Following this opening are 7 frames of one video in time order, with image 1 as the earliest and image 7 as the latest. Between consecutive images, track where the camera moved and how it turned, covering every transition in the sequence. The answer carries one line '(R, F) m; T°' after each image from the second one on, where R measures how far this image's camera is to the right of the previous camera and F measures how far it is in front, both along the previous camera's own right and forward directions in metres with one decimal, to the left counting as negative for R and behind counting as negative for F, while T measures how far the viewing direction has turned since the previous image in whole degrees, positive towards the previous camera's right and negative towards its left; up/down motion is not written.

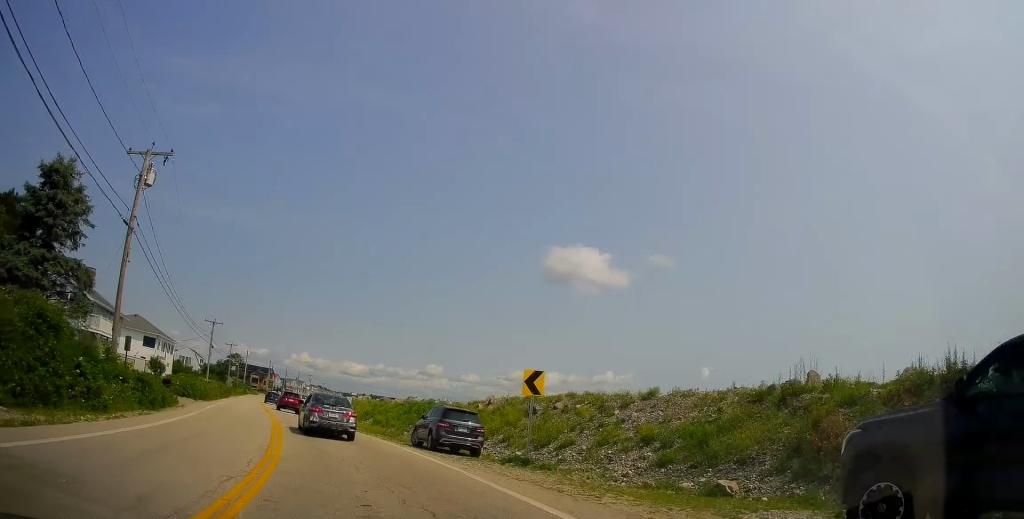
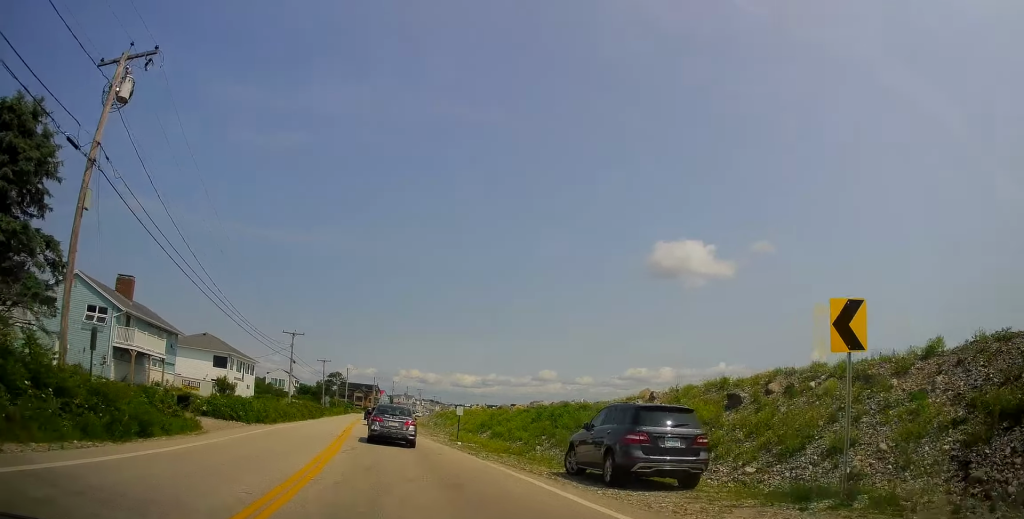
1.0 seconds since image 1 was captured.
(-0.9, +9.7) m; -9°
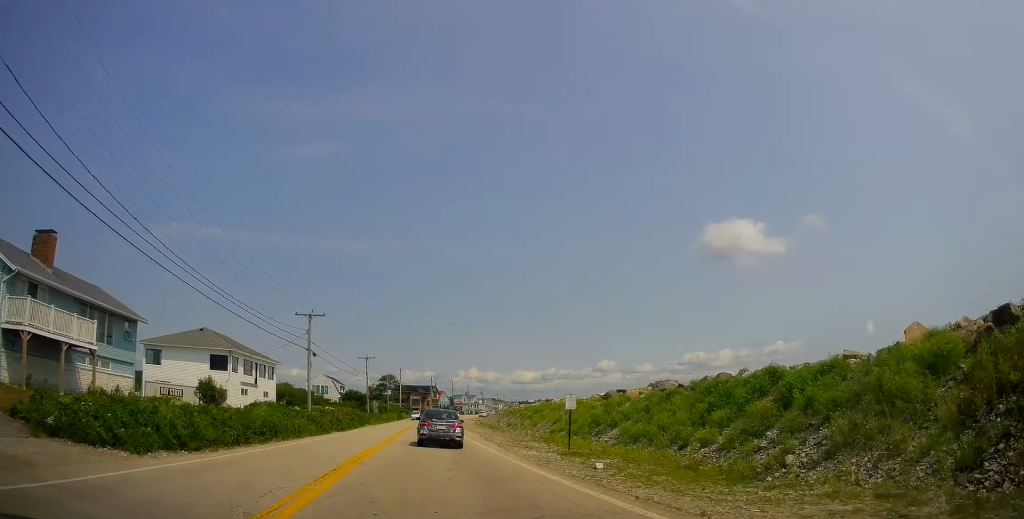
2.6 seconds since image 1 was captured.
(-1.7, +17.3) m; -8°
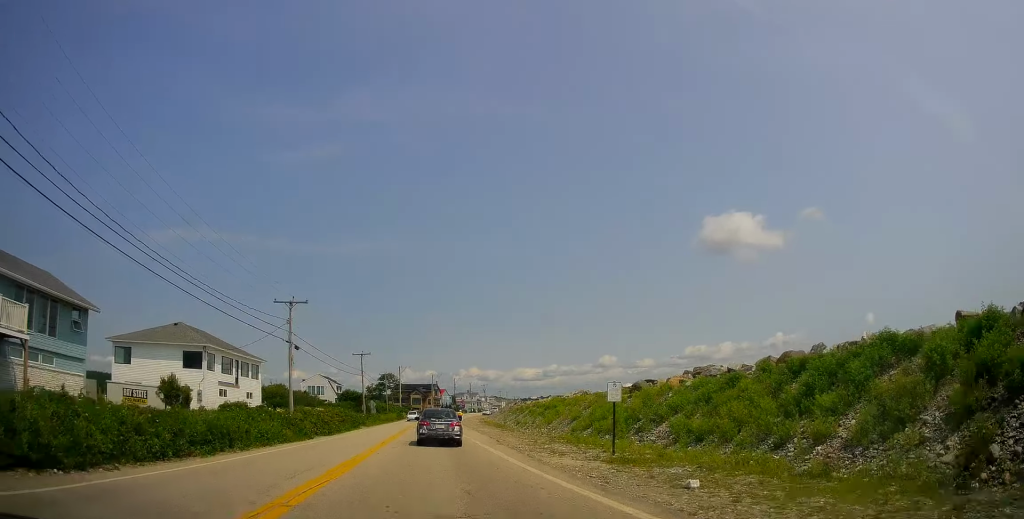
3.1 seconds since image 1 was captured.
(-0.2, +6.2) m; -1°
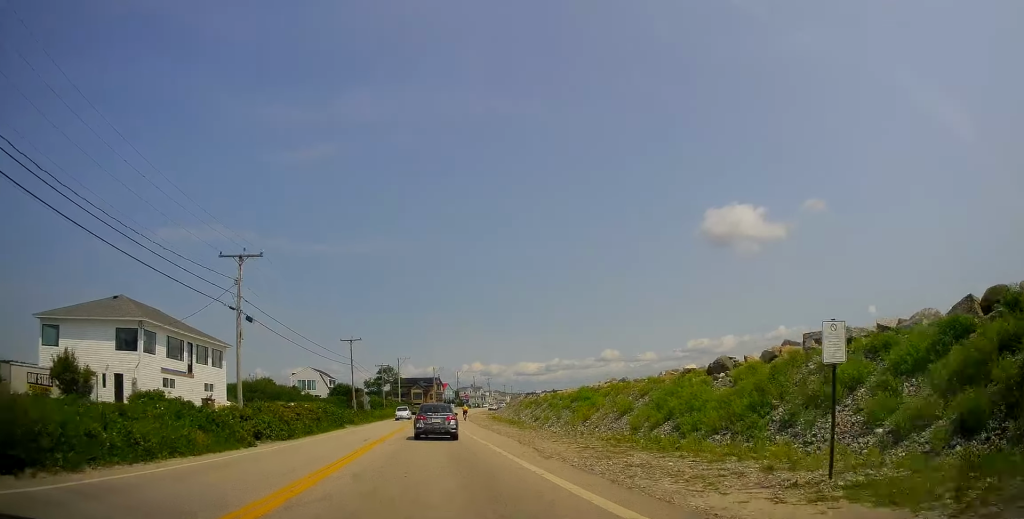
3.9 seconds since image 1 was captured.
(+0.2, +11.6) m; +2°
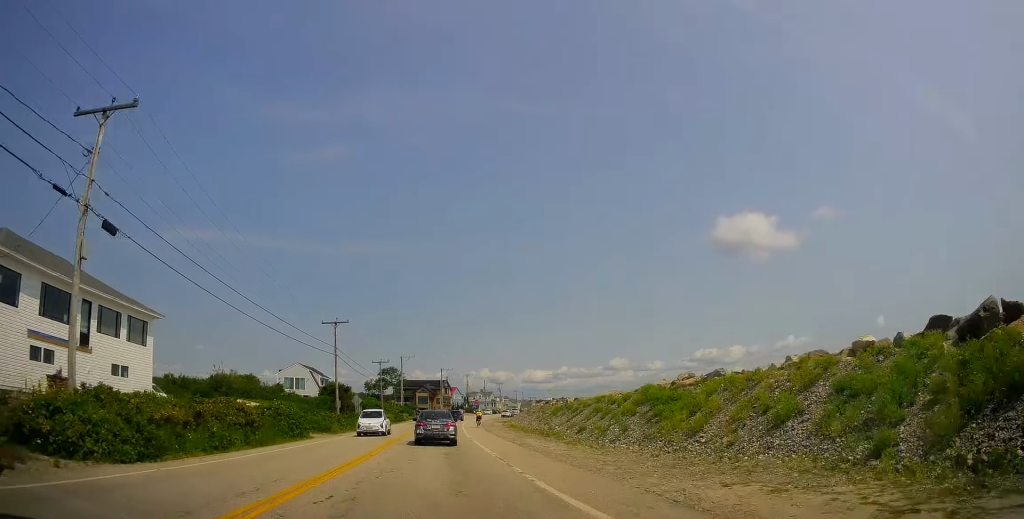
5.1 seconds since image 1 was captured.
(+0.3, +16.0) m; +1°
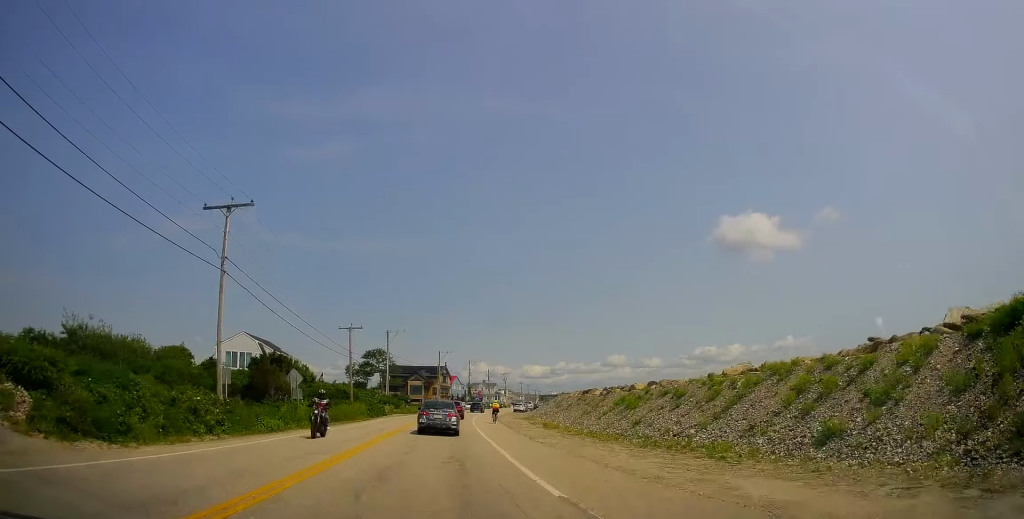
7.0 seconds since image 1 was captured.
(+0.7, +28.1) m; +2°
